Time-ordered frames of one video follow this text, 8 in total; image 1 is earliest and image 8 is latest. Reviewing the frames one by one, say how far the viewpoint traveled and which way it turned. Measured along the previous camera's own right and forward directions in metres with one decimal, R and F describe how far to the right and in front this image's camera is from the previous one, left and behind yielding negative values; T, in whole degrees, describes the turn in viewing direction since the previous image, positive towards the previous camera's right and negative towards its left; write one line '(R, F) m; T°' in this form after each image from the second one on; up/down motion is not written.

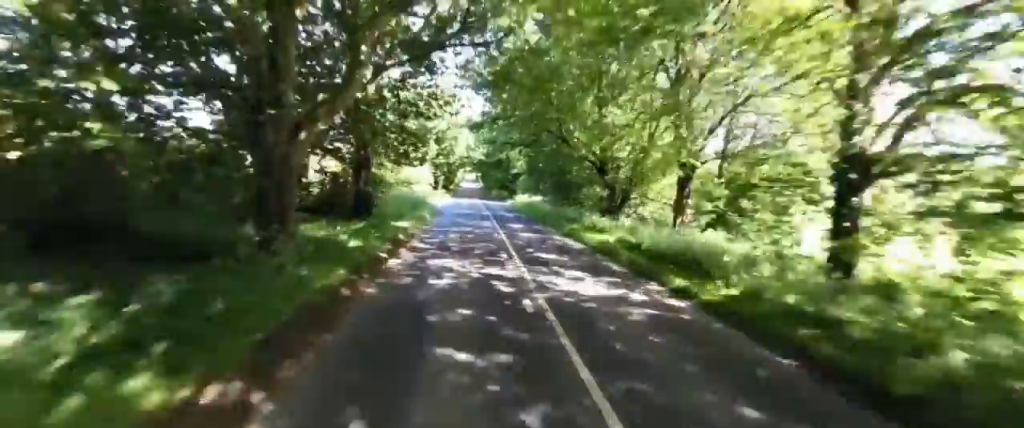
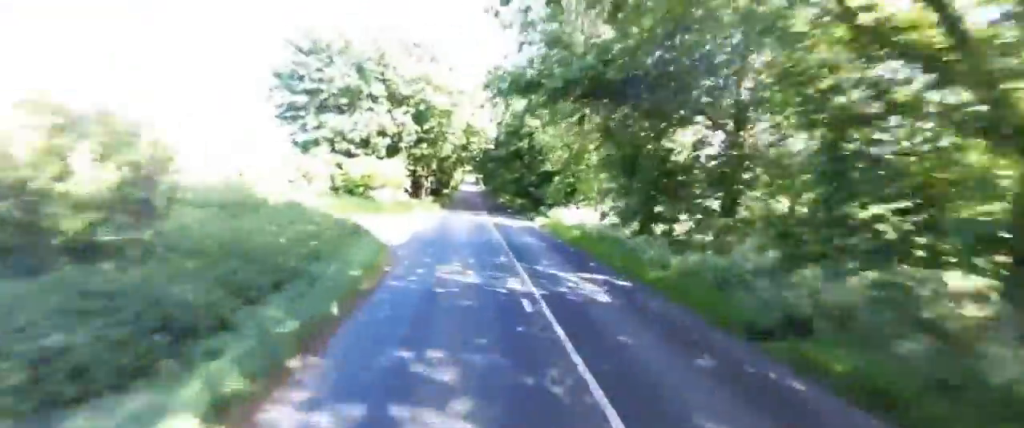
(+1.2, +23.4) m; +1°
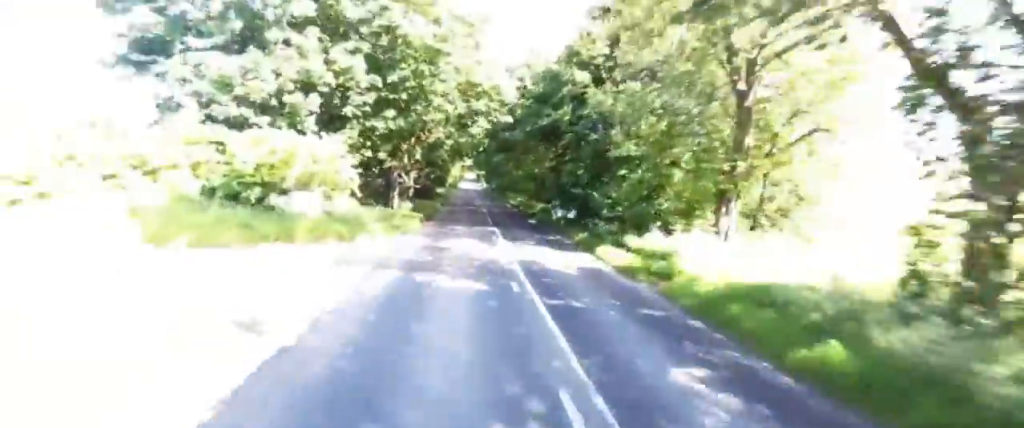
(-0.7, +15.9) m; -2°
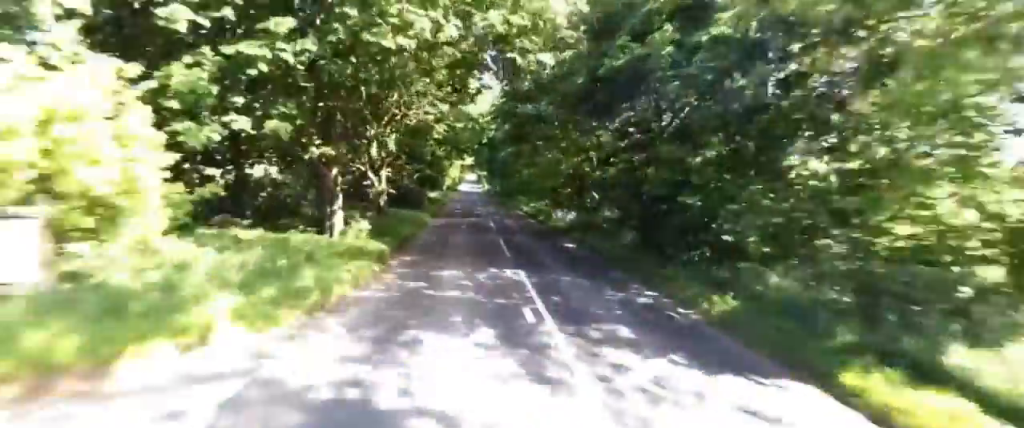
(-0.2, +11.6) m; -1°
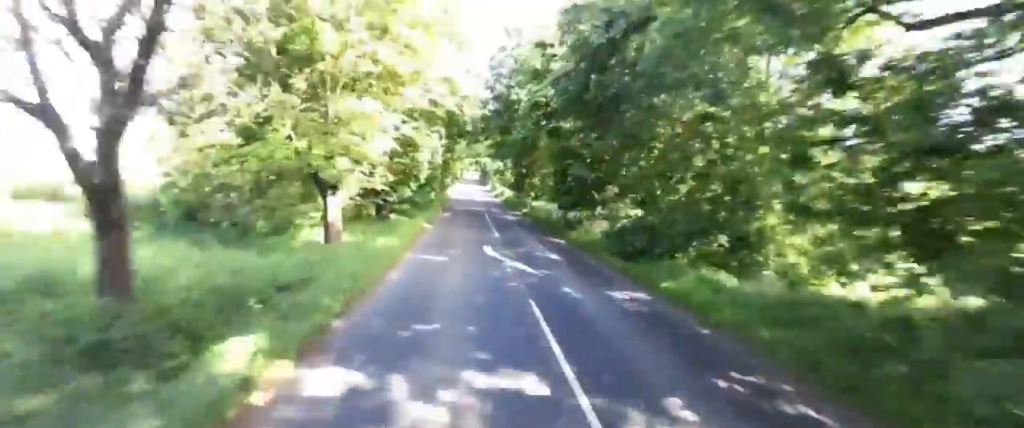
(-1.4, +63.9) m; 0°
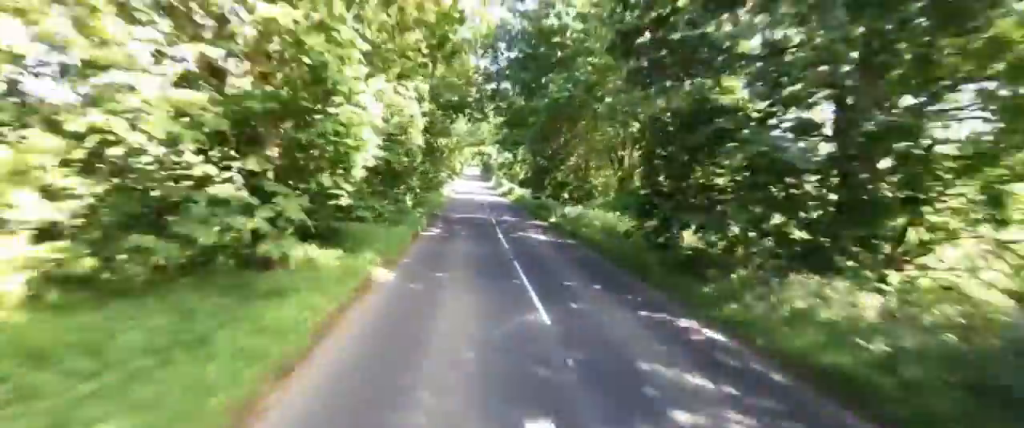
(+0.5, +13.7) m; +3°
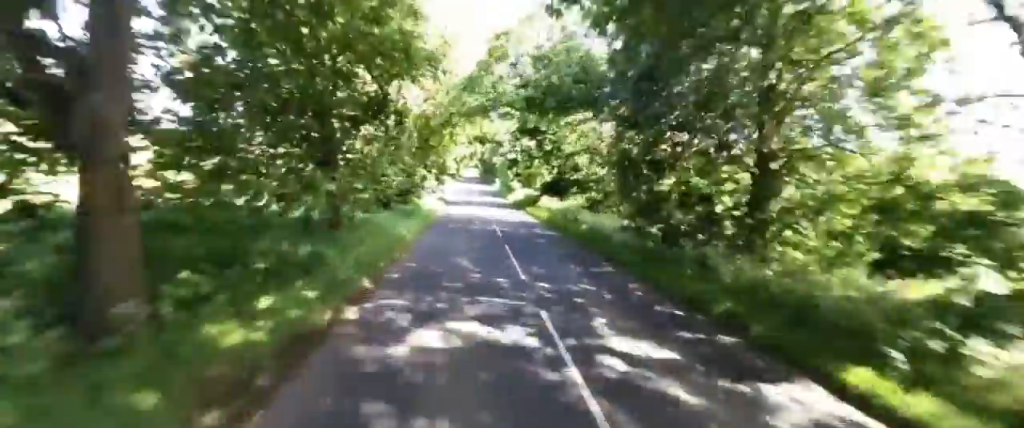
(+0.8, +22.8) m; 0°
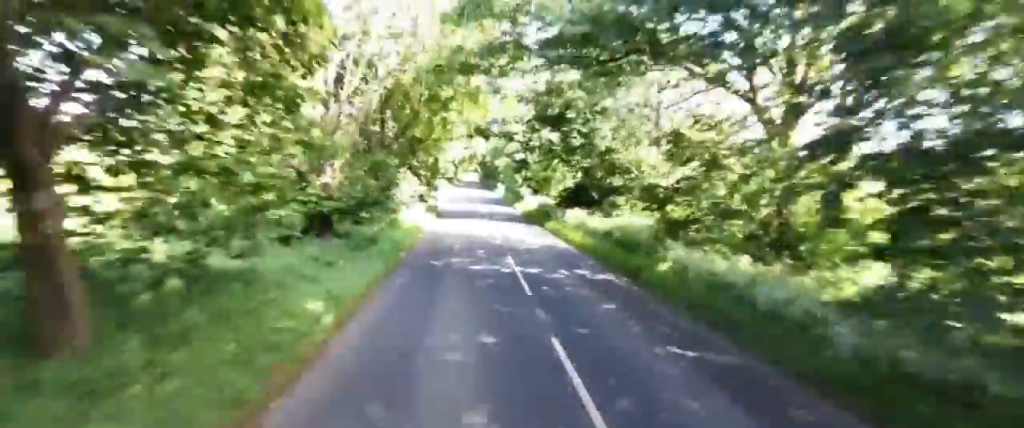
(+0.2, +9.9) m; -1°
